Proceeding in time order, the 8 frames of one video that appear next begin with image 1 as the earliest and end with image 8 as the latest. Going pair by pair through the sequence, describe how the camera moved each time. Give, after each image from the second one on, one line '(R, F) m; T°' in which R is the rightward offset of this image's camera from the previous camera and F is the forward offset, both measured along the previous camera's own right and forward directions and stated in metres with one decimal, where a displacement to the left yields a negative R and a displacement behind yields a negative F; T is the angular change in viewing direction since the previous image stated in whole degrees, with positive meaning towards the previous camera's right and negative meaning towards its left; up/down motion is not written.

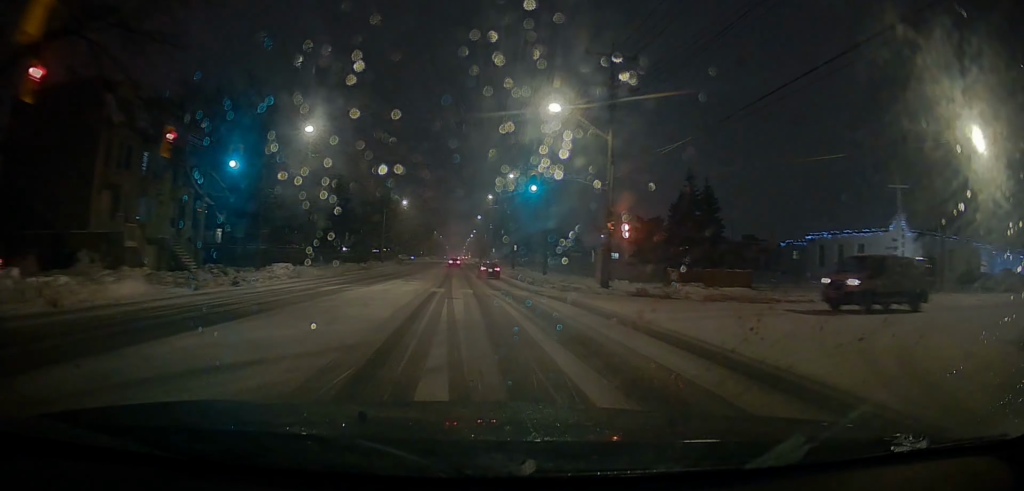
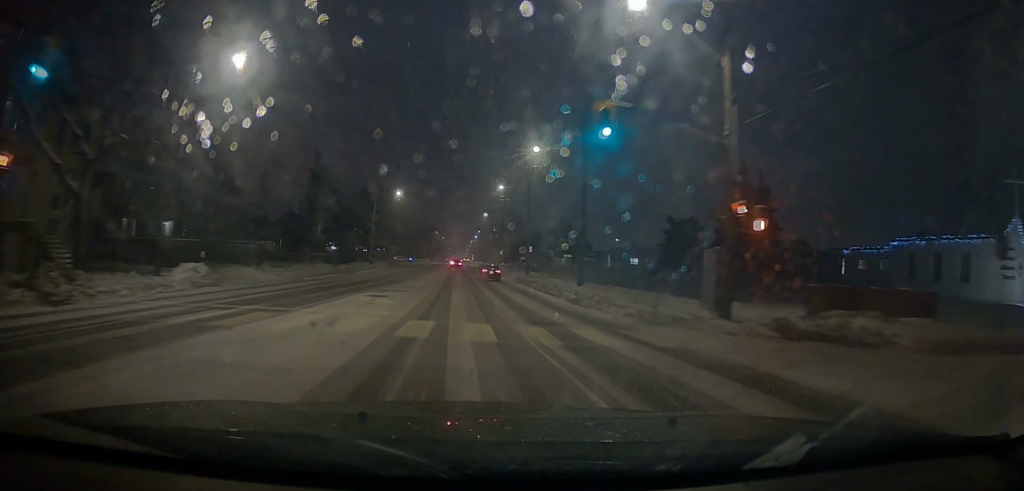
(0.0, +12.9) m; -1°
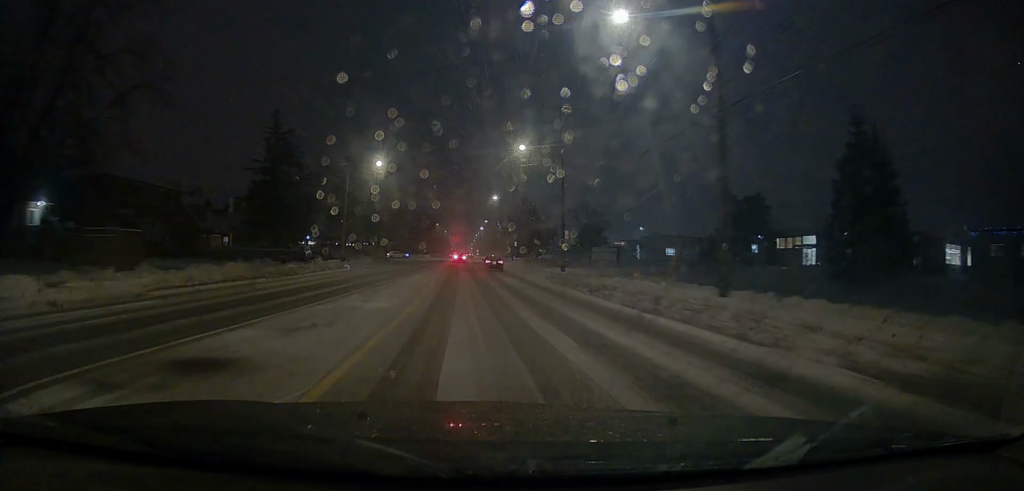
(-0.2, +19.3) m; 0°
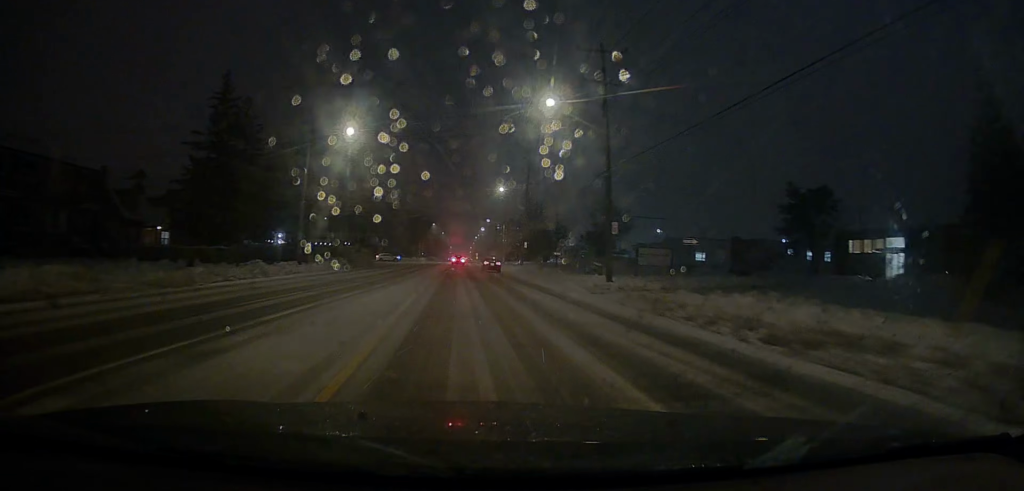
(0.0, +14.1) m; +1°
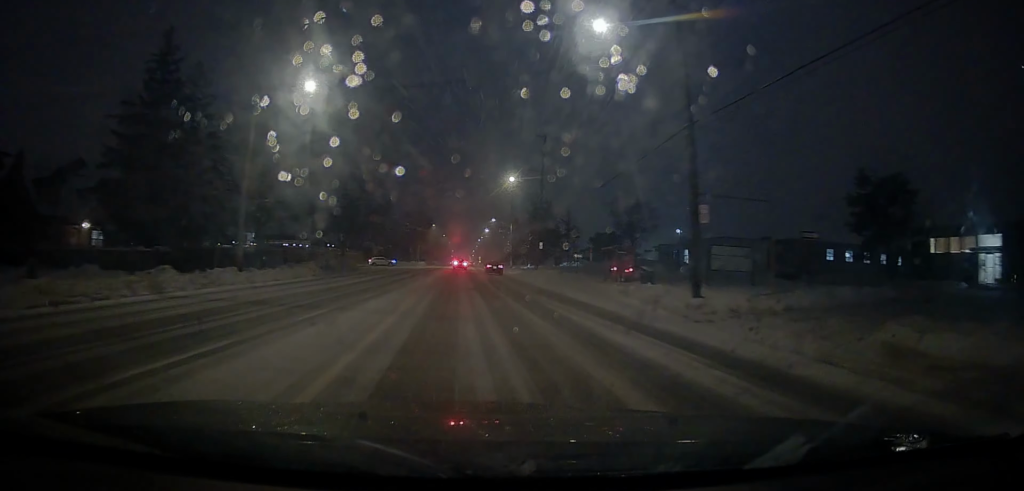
(+0.1, +11.3) m; 0°
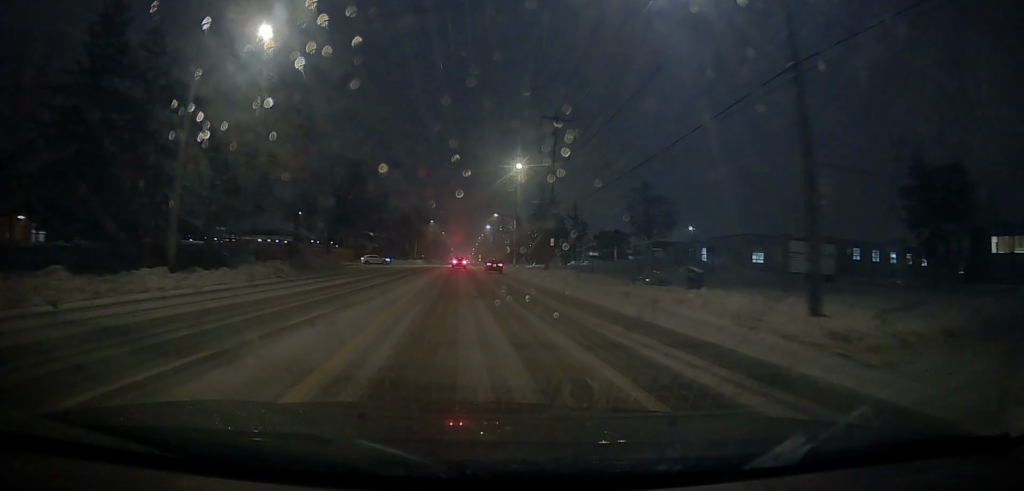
(+0.3, +7.2) m; -1°
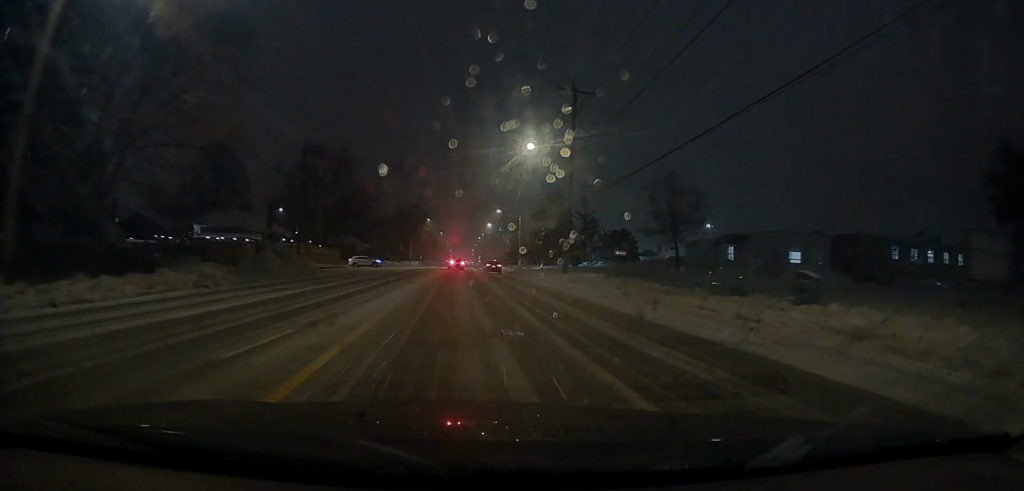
(-0.4, +9.3) m; -1°
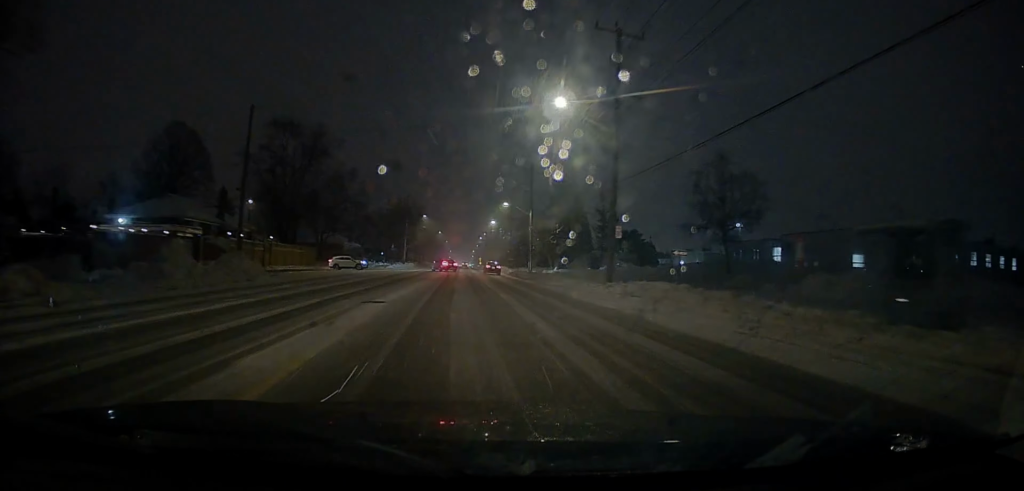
(-0.2, +12.4) m; +1°
